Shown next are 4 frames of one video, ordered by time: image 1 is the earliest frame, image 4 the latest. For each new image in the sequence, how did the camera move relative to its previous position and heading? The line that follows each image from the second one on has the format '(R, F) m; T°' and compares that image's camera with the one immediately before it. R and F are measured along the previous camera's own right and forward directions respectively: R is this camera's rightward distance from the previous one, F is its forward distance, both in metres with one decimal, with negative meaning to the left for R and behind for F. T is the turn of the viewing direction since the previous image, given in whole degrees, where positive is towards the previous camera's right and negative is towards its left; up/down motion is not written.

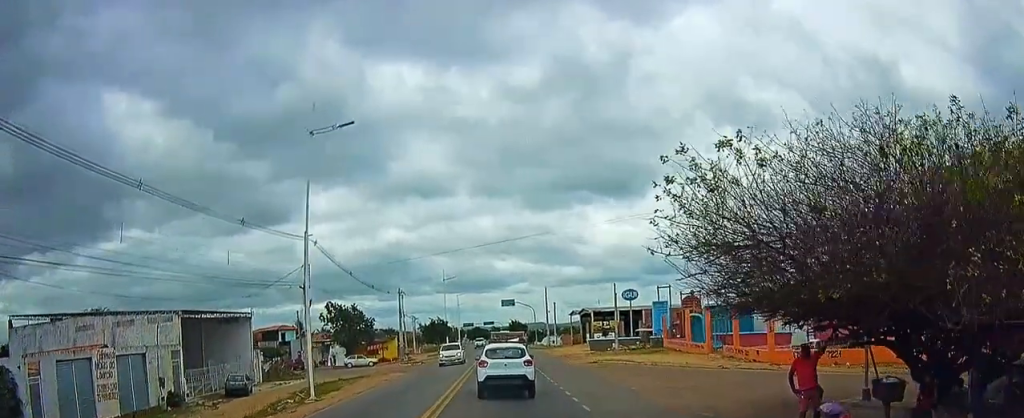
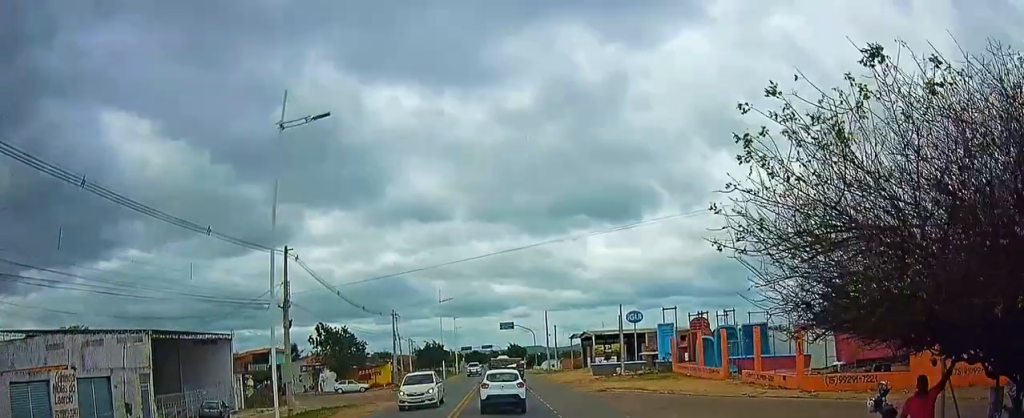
(-0.2, +6.7) m; -1°
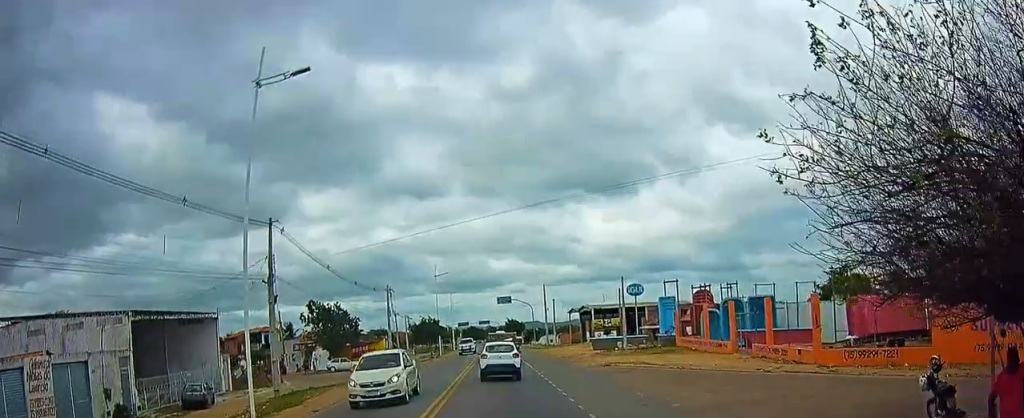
(+0.1, +2.9) m; 0°
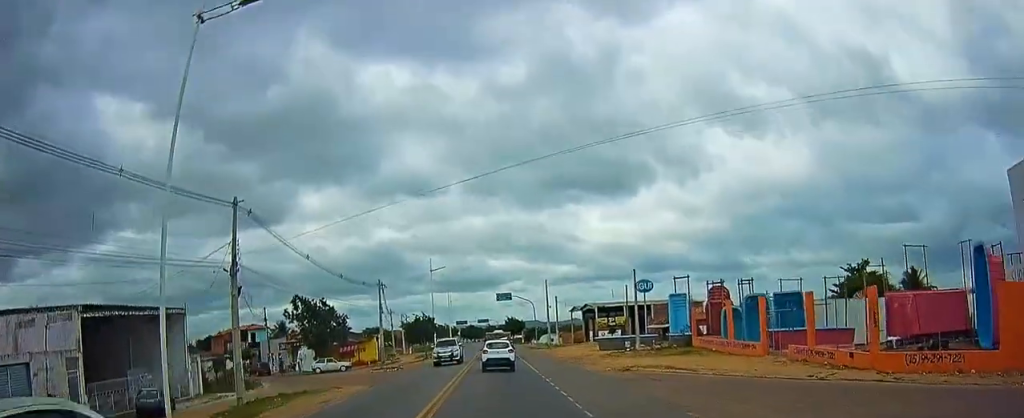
(-0.2, +4.6) m; 0°
